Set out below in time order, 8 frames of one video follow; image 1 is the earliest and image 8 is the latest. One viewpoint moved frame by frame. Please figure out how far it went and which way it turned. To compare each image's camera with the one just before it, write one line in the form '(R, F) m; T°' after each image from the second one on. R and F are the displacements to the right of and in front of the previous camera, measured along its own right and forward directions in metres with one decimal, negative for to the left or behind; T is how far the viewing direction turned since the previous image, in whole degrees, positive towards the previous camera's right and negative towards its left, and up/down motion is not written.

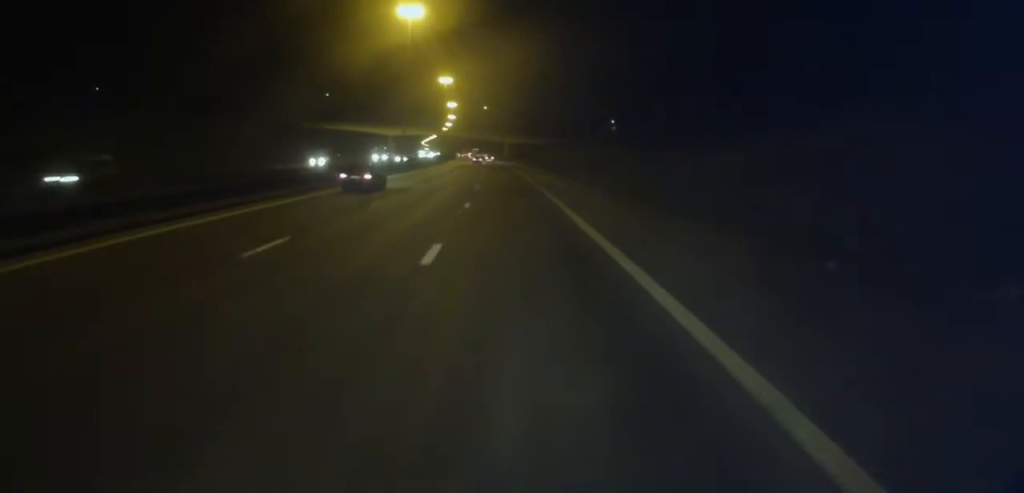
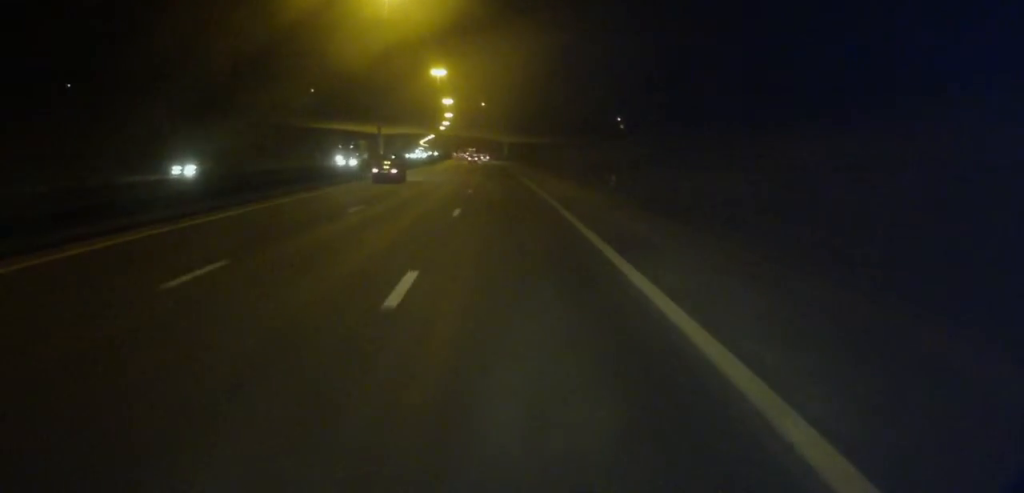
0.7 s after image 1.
(0.0, +15.7) m; 0°
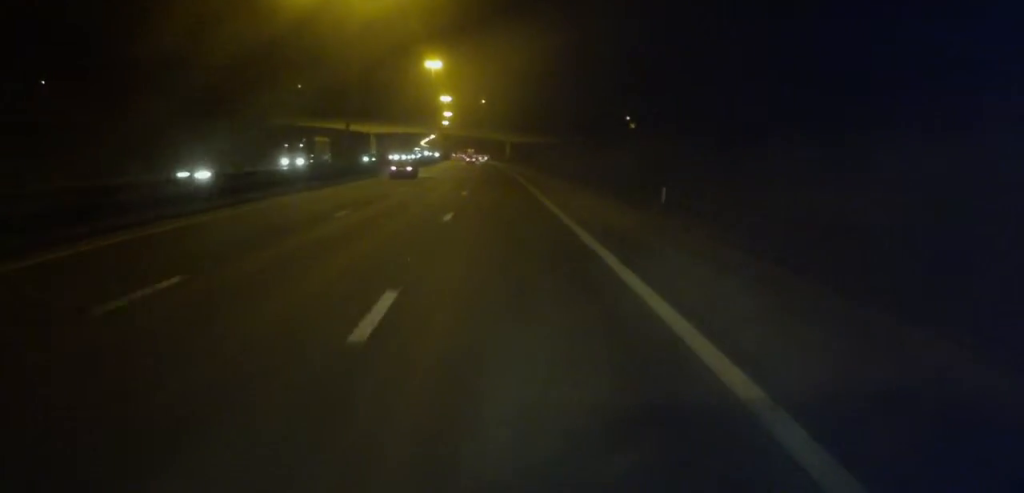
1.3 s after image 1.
(0.0, +14.2) m; -1°
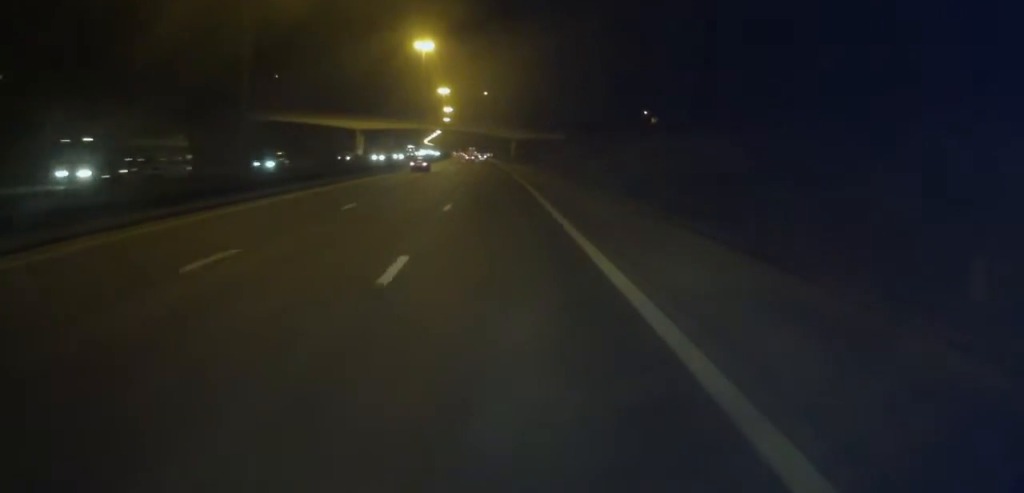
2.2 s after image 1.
(-0.2, +22.0) m; 0°
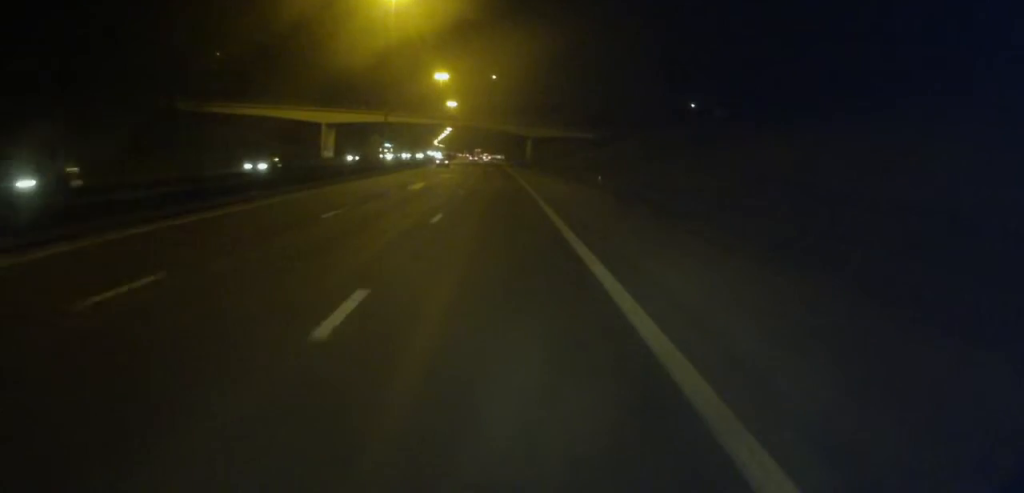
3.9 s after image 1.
(+0.1, +41.0) m; 0°
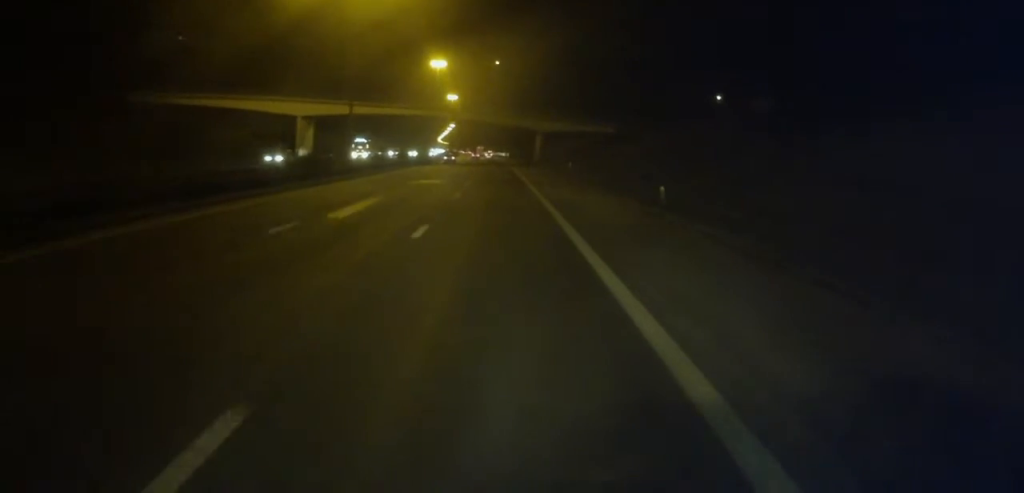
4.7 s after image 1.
(-0.1, +17.3) m; -1°
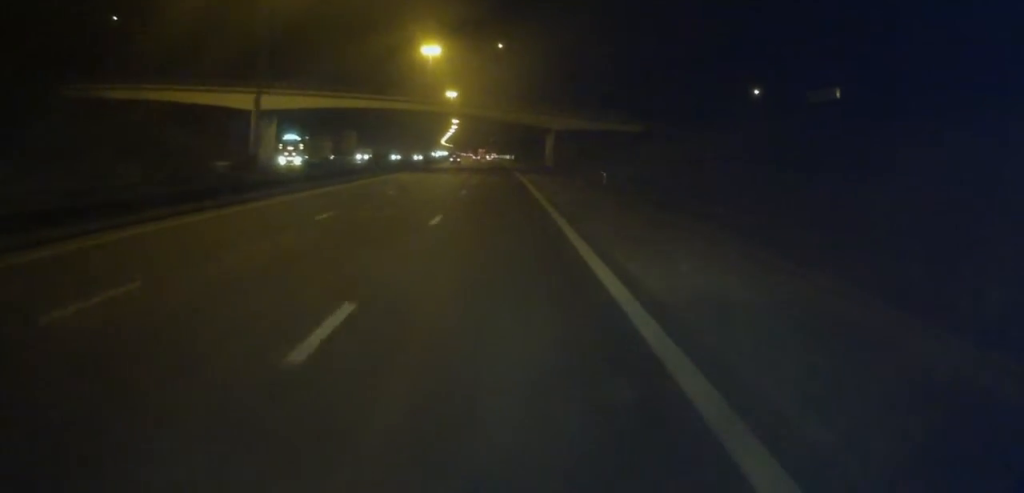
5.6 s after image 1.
(-0.1, +21.3) m; -1°
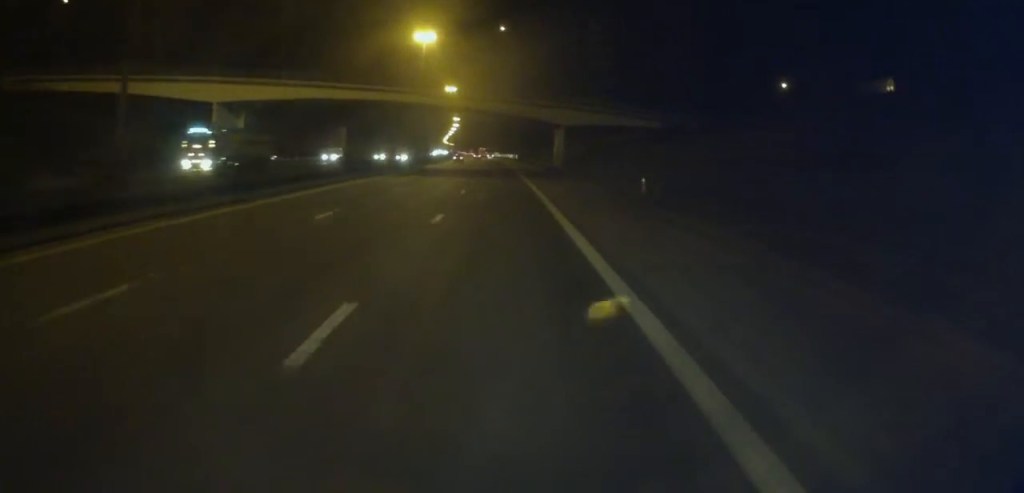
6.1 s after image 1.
(-0.1, +12.7) m; 0°
